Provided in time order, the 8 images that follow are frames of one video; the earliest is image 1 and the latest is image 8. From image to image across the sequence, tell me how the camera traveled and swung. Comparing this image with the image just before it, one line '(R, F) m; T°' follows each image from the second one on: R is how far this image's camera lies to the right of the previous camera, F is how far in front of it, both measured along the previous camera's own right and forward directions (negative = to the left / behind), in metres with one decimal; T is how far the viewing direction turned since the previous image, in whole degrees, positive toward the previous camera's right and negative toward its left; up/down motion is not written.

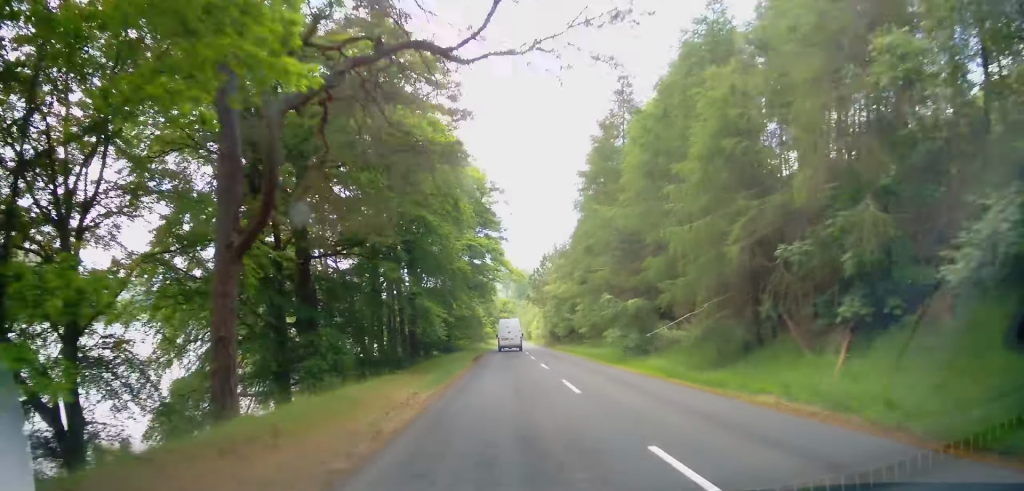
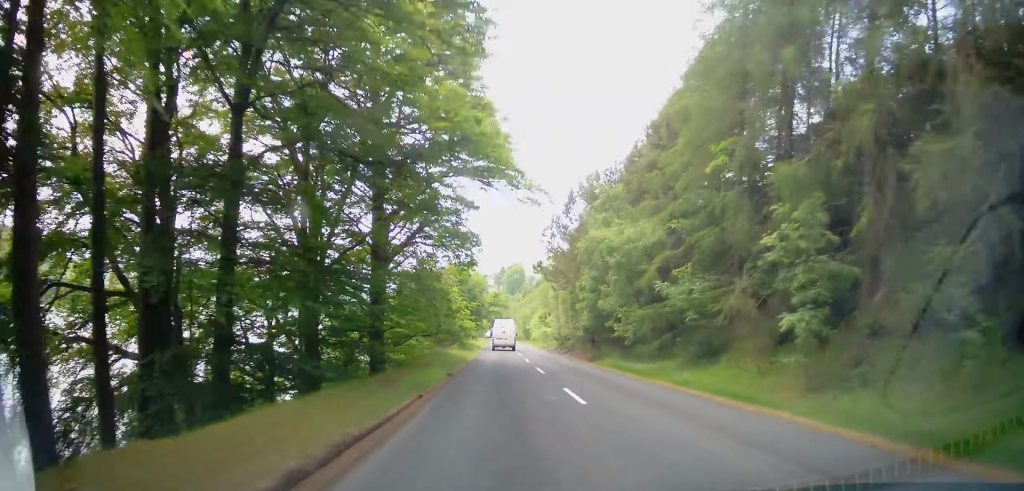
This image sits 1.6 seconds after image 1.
(+0.3, +29.7) m; +1°
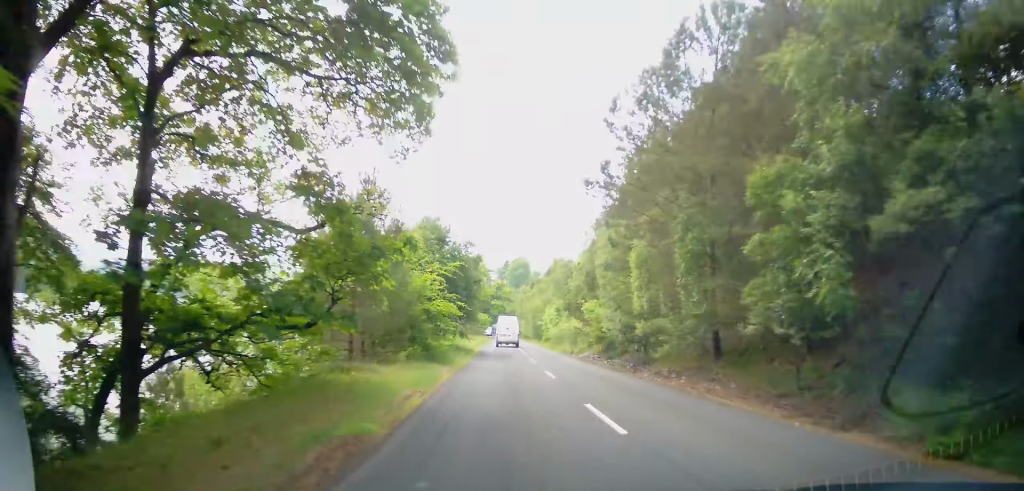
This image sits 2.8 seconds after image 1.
(+0.2, +21.6) m; +1°
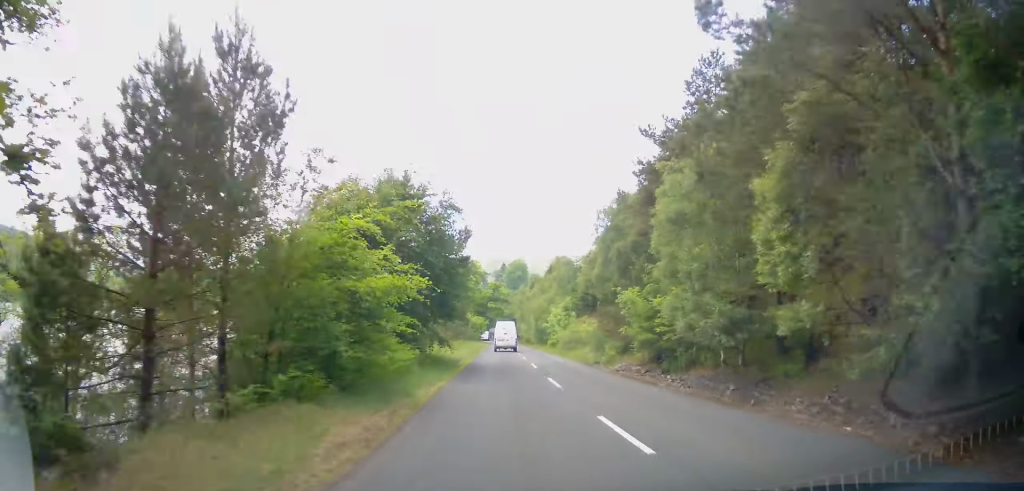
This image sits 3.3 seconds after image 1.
(+0.1, +10.5) m; 0°
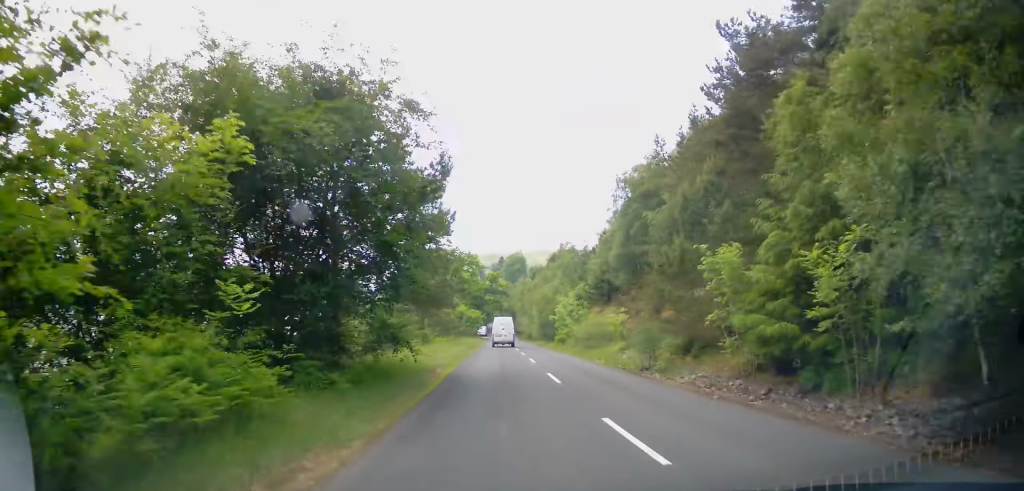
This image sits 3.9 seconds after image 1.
(0.0, +9.9) m; 0°
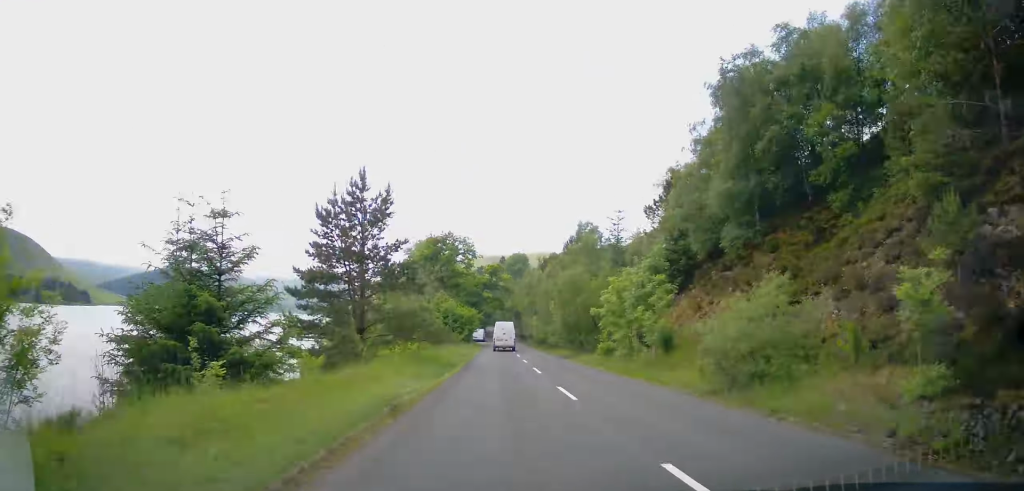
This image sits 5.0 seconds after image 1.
(0.0, +21.4) m; 0°
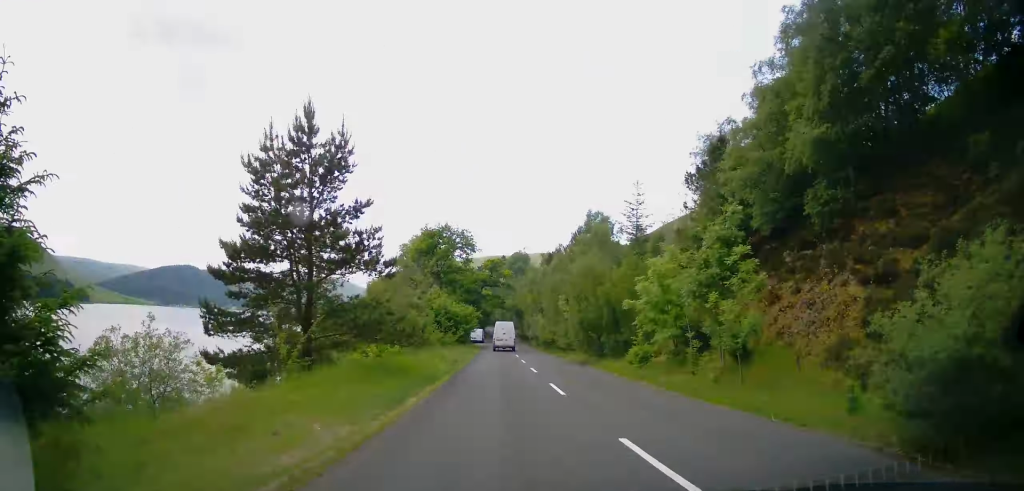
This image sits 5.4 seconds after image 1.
(0.0, +7.3) m; 0°
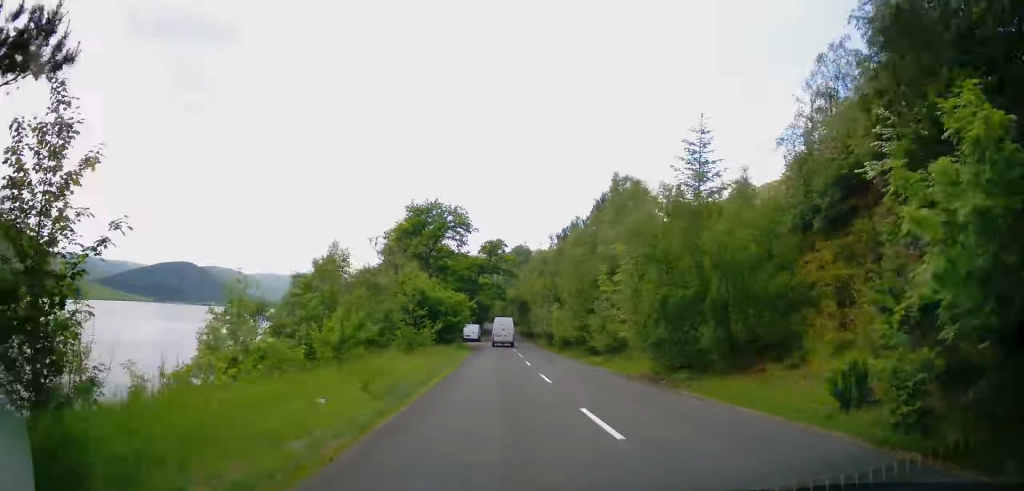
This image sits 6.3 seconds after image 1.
(0.0, +15.3) m; 0°
